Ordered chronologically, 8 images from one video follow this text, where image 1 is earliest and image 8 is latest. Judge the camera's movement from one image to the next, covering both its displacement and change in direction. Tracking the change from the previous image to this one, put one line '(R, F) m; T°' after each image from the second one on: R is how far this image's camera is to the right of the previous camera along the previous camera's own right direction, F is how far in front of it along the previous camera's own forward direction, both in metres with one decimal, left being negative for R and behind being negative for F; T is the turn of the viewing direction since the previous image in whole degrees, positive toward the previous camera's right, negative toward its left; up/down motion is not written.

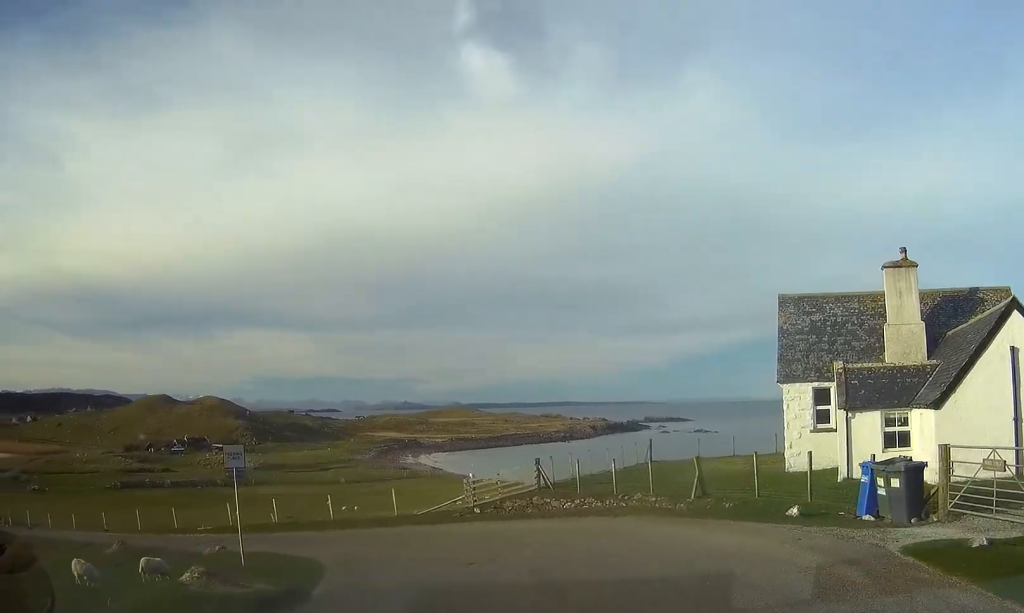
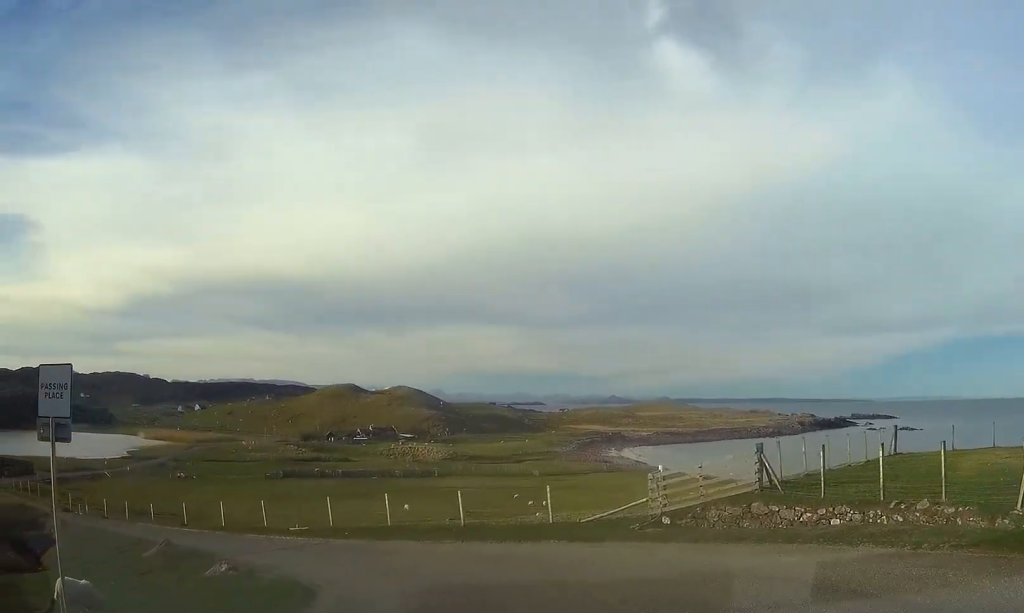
(-1.2, +9.6) m; -16°
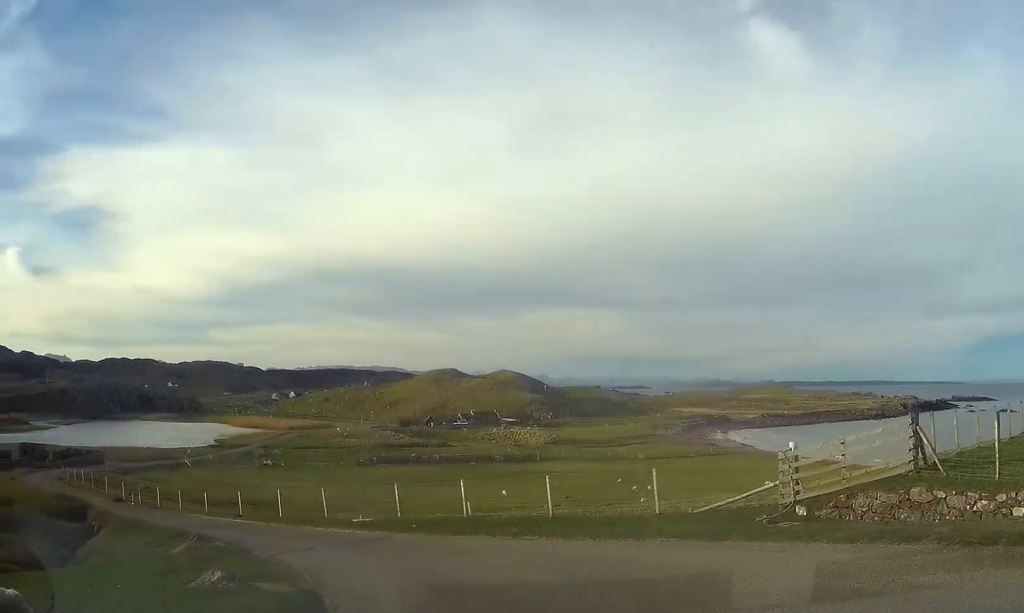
(-0.2, +4.0) m; -7°
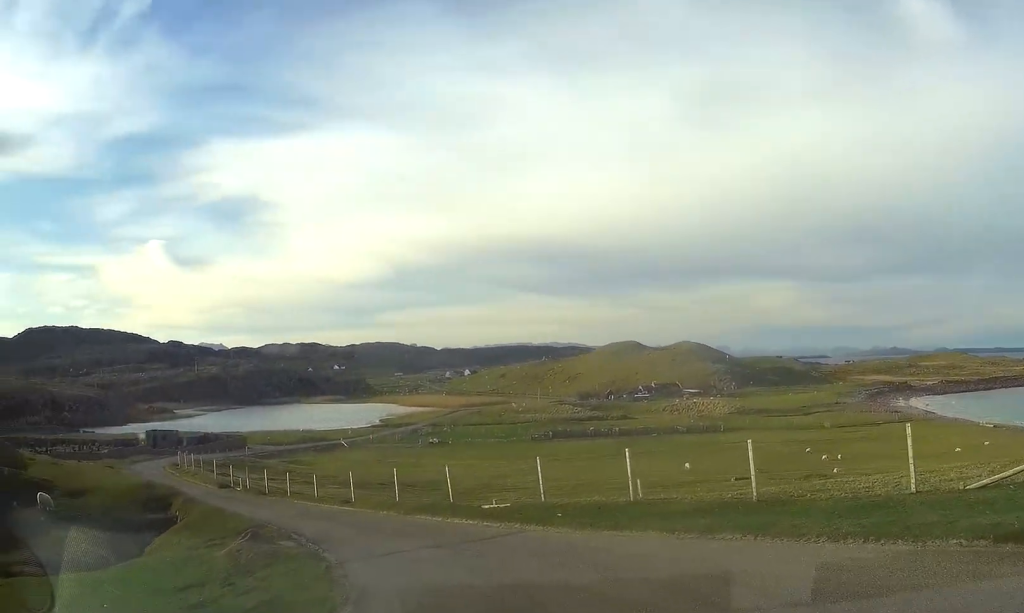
(-0.6, +6.4) m; -12°
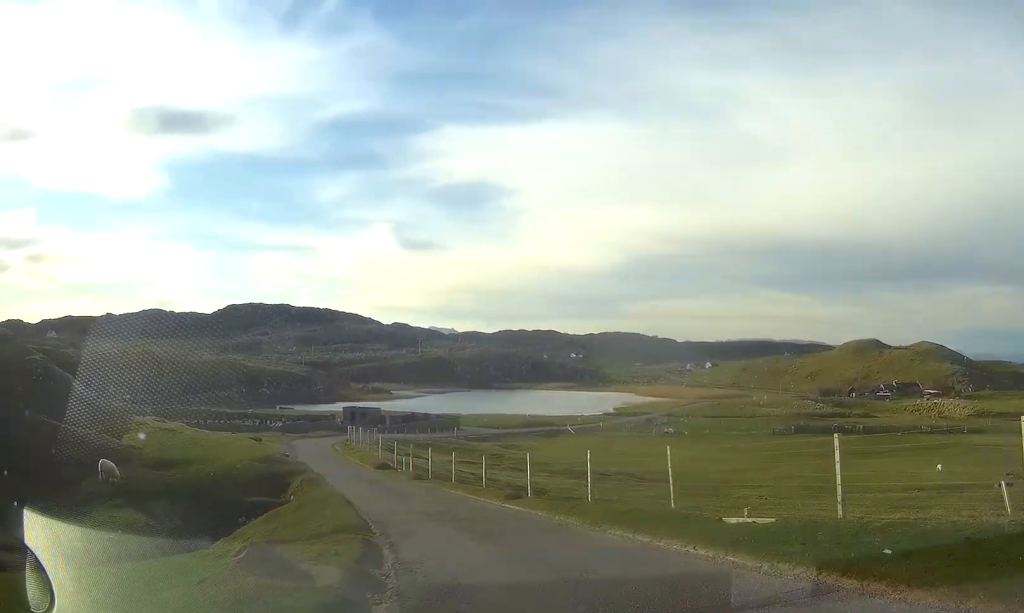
(-1.3, +8.6) m; -14°
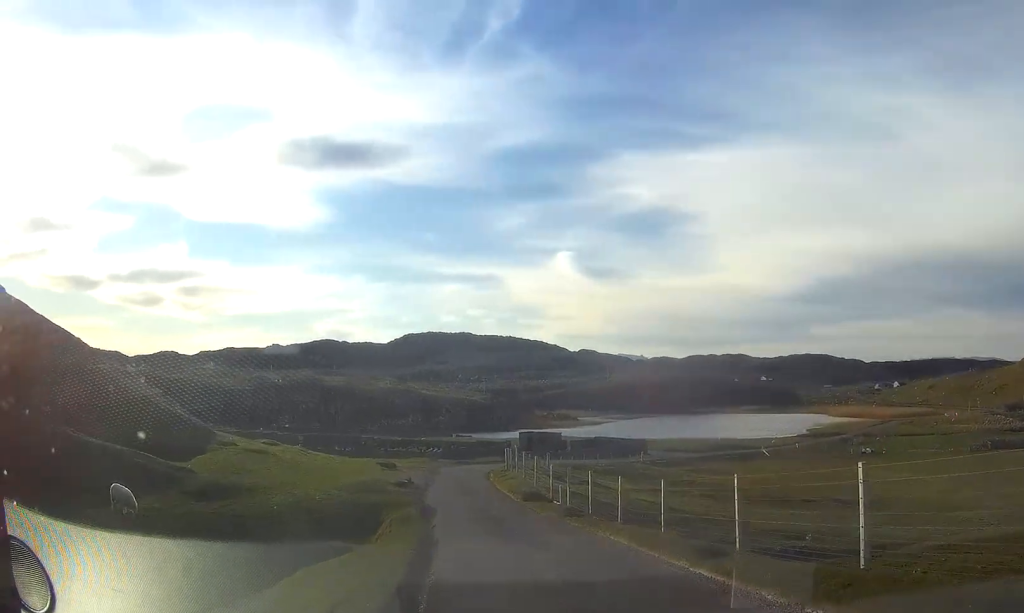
(-0.9, +7.9) m; -10°
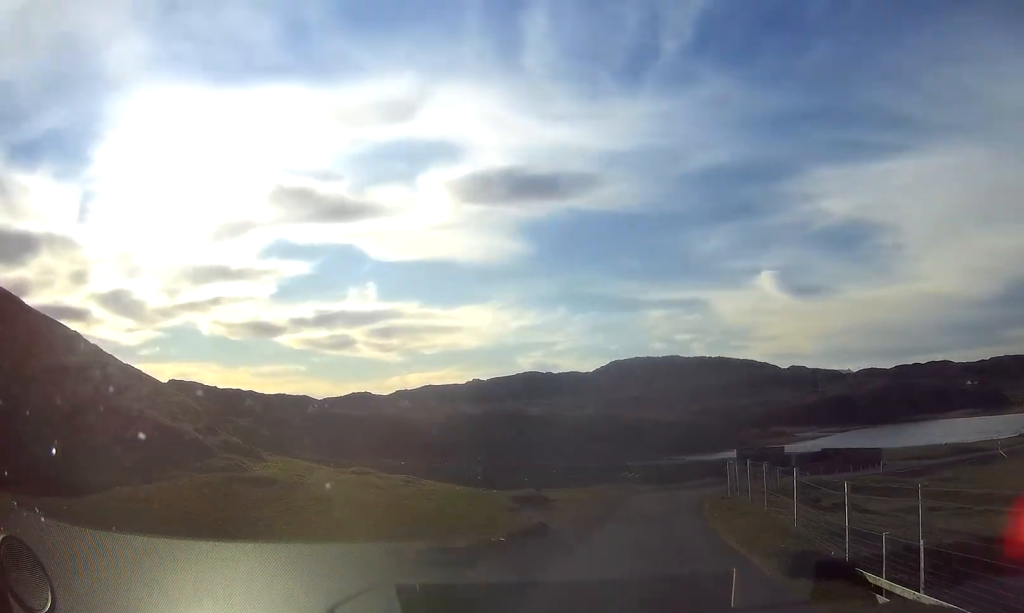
(-1.9, +14.9) m; -10°
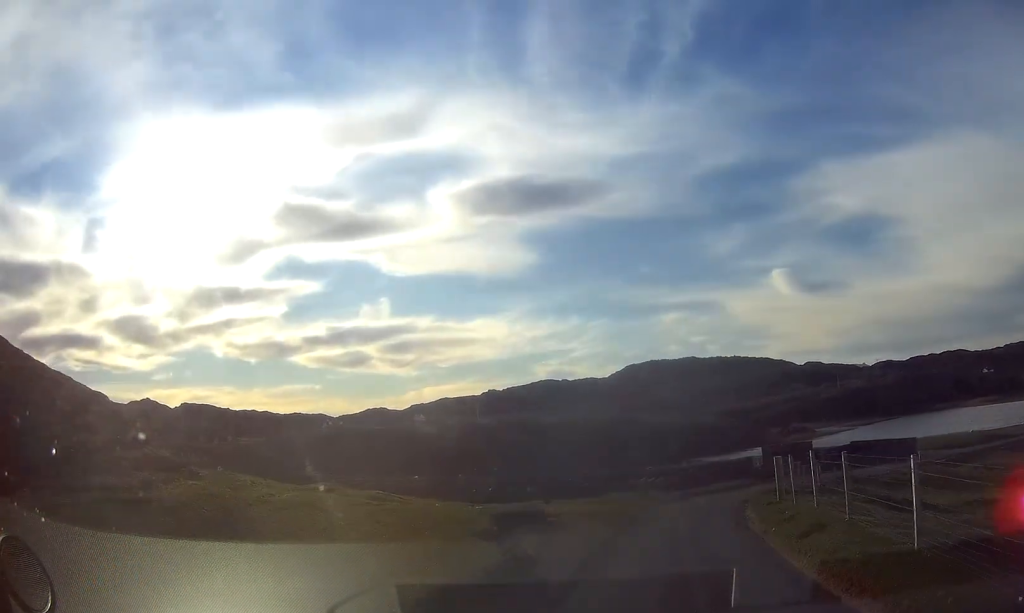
(-0.1, +5.6) m; 0°
